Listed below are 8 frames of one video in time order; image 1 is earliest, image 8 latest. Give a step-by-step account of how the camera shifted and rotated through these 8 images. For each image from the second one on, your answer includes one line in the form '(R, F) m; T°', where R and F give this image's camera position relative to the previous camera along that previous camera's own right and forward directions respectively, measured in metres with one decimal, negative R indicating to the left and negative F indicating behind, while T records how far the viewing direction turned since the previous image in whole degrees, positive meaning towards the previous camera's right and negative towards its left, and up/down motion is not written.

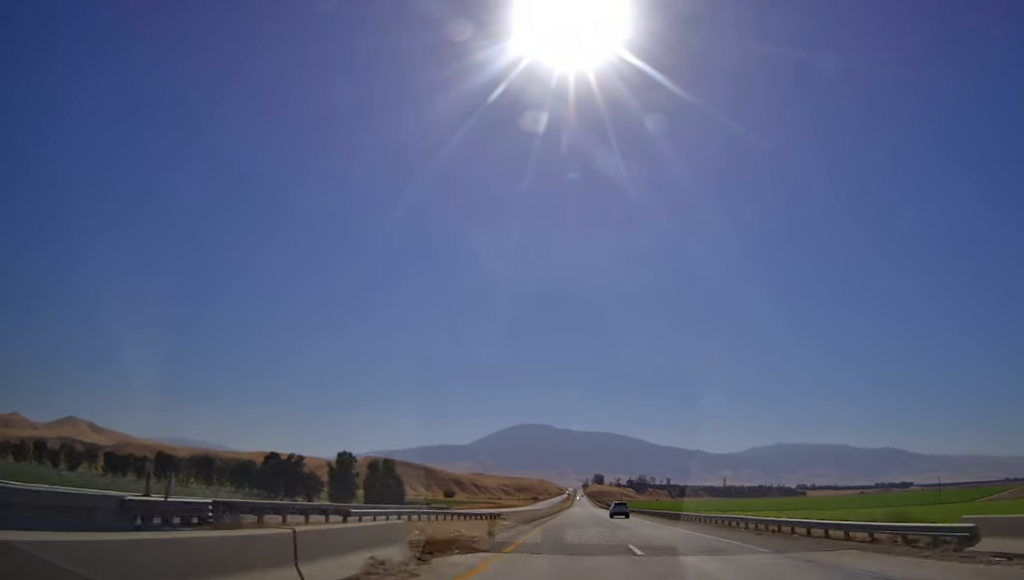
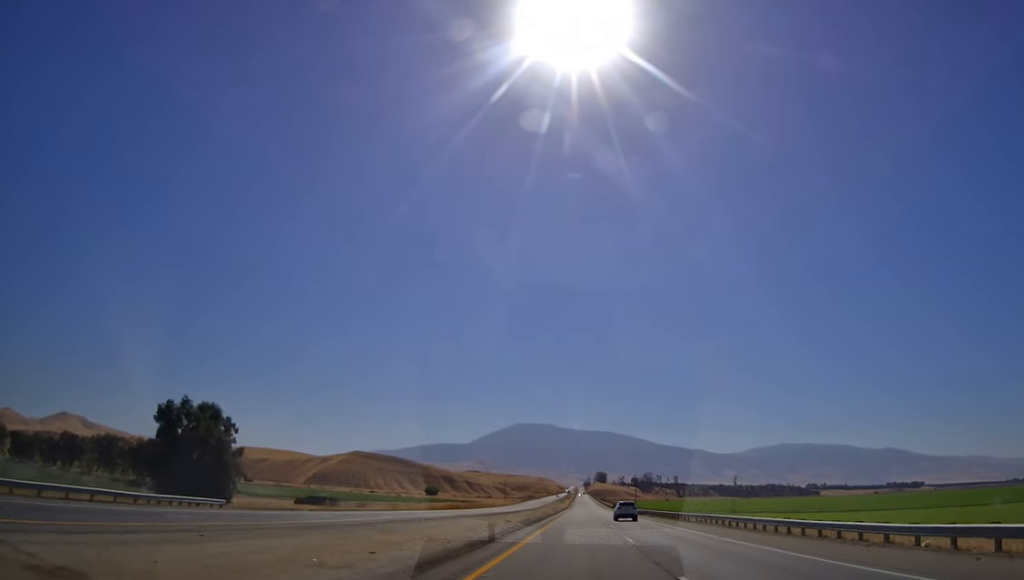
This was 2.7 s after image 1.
(-0.5, +81.0) m; -1°
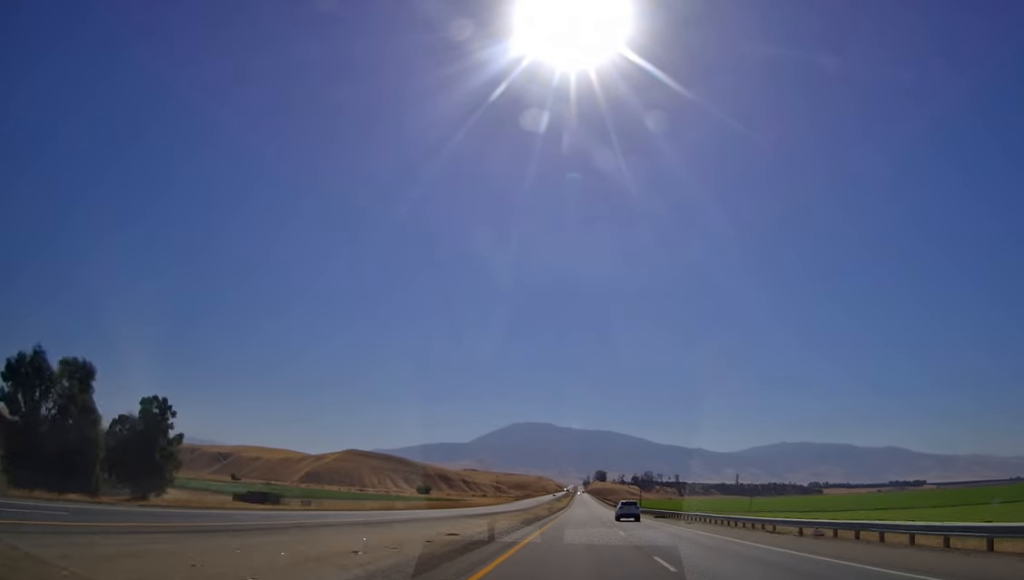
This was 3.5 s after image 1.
(-0.4, +24.7) m; 0°
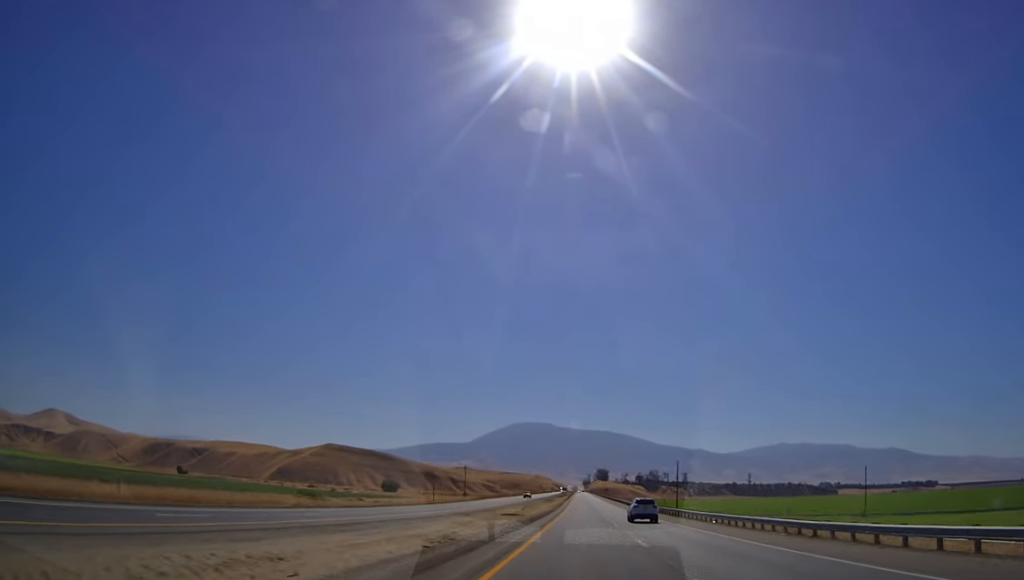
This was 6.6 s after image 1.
(+1.2, +97.2) m; +1°
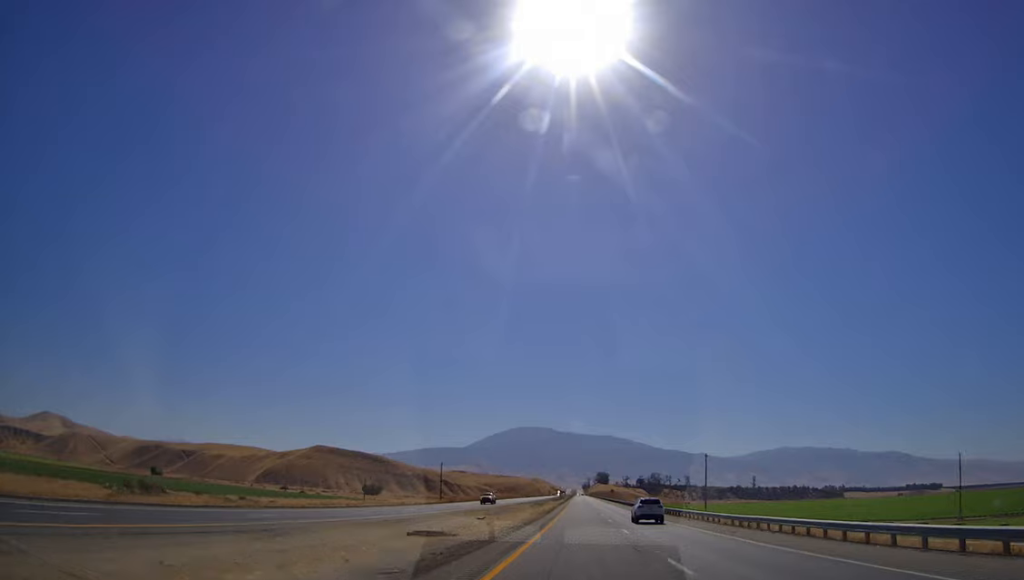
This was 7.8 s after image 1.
(-0.2, +38.8) m; 0°
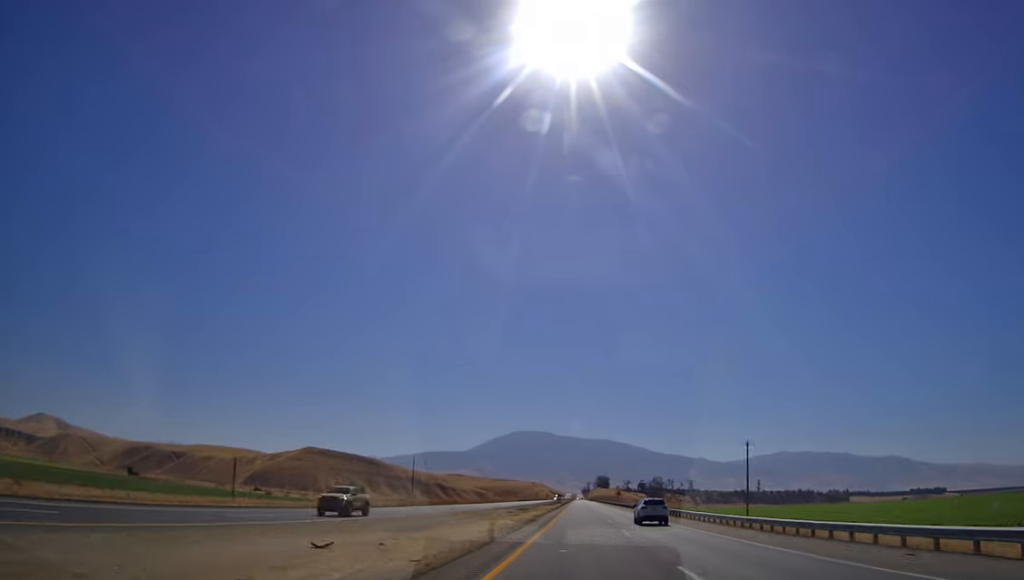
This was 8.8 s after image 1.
(-0.1, +31.4) m; 0°
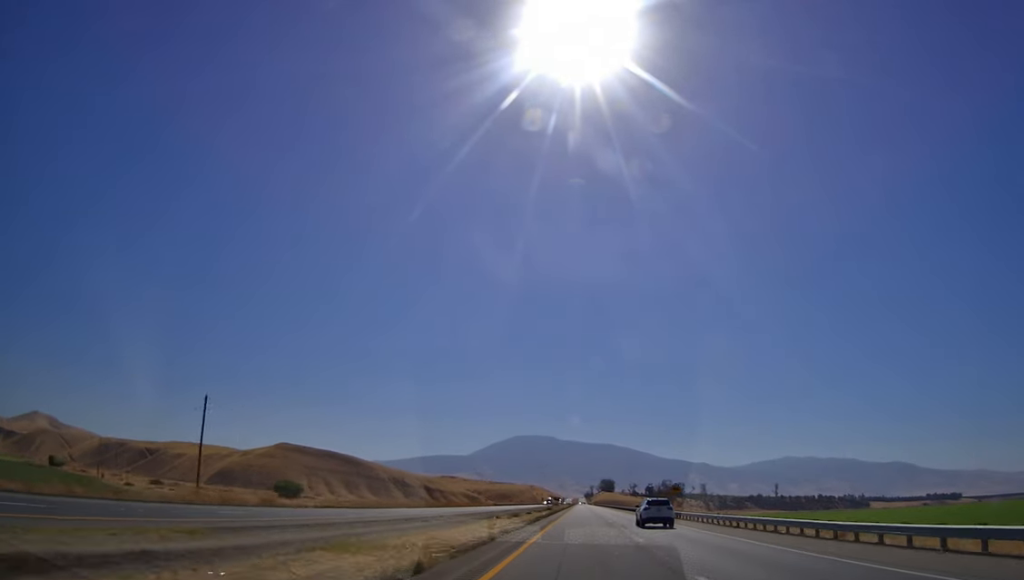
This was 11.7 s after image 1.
(-0.4, +87.5) m; 0°
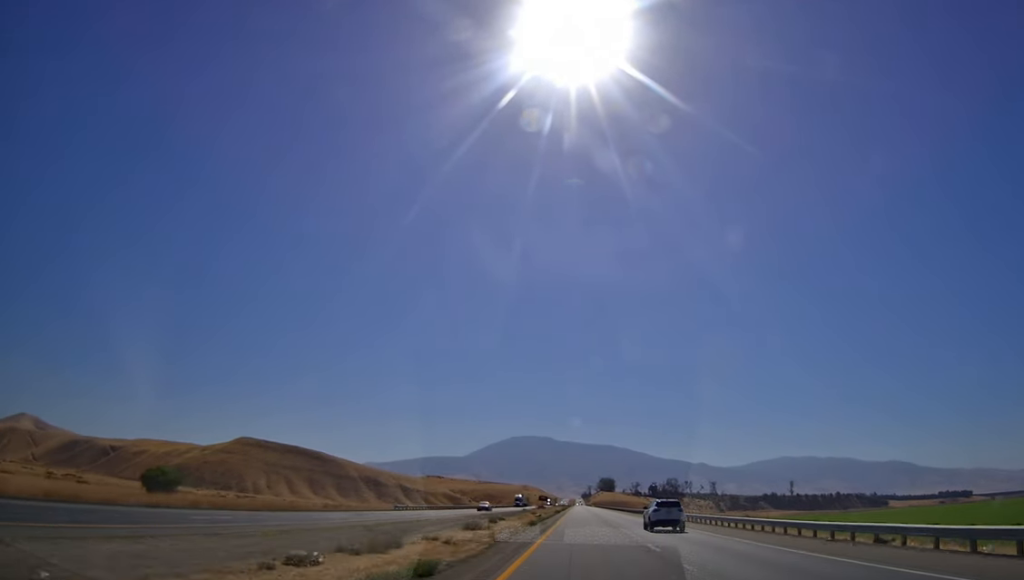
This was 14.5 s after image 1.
(+0.1, +93.3) m; 0°
